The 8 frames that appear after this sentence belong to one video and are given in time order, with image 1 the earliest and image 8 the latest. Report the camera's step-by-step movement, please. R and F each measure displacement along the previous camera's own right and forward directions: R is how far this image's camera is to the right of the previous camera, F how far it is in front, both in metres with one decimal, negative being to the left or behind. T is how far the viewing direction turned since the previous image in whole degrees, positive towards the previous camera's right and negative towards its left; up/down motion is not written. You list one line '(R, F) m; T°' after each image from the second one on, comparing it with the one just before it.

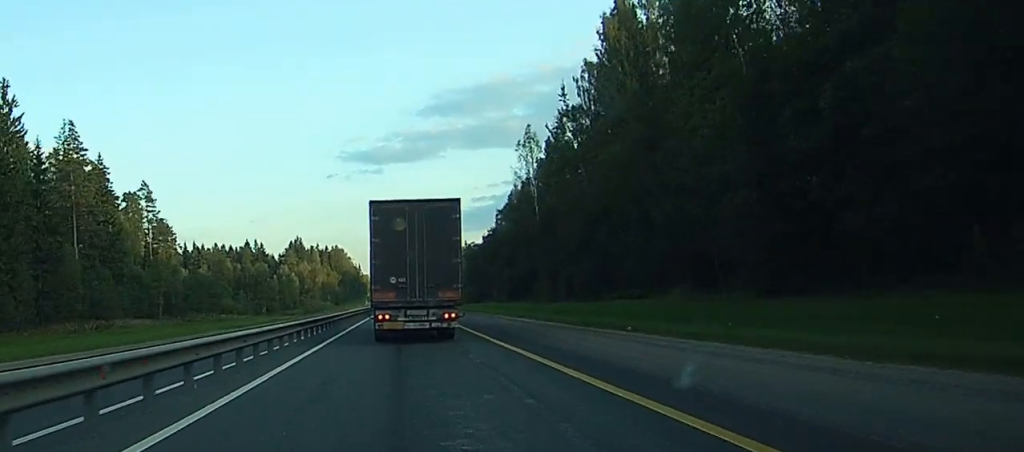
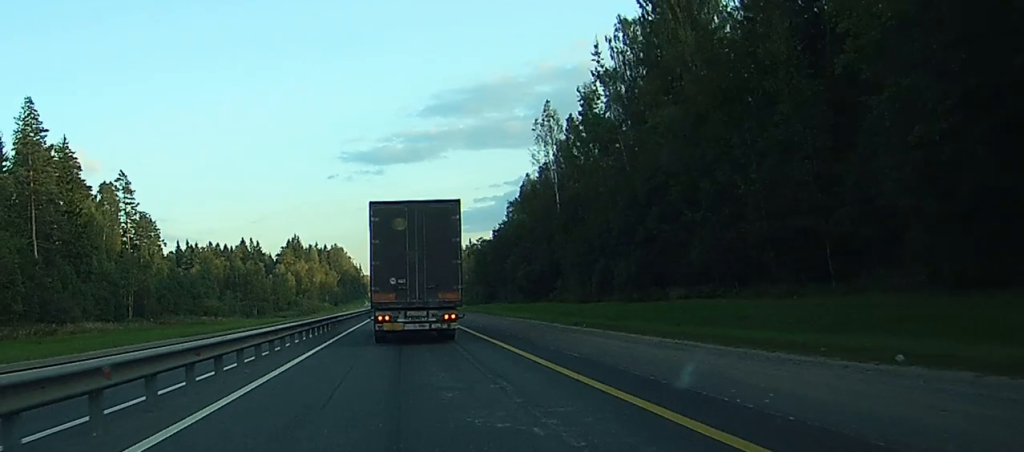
(+0.1, +14.7) m; 0°
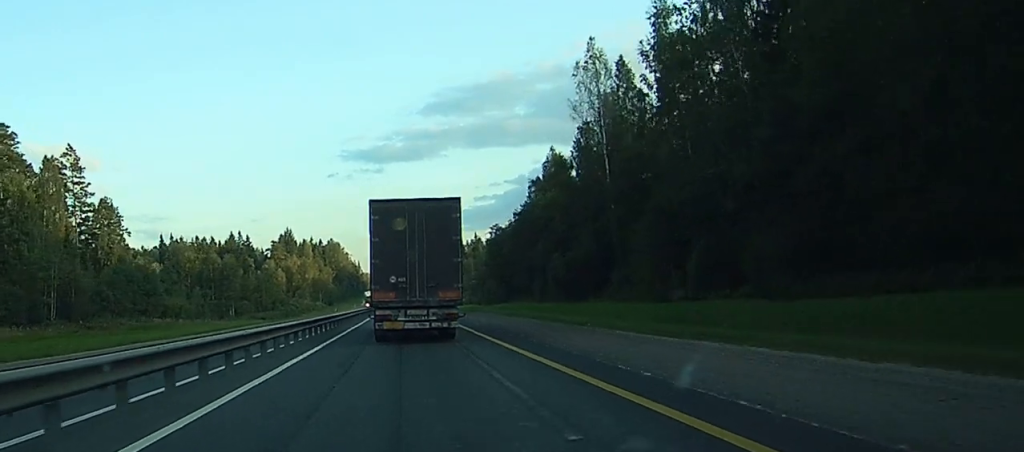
(-0.2, +23.8) m; 0°
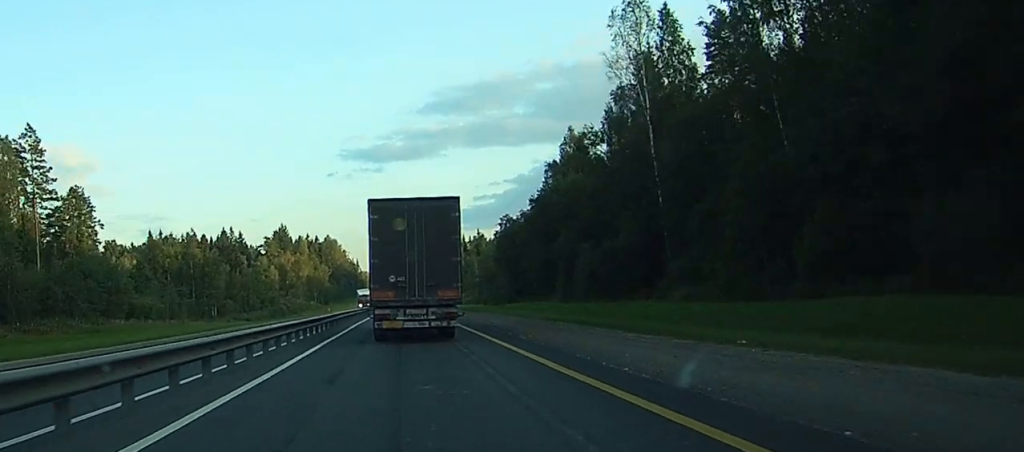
(0.0, +13.6) m; 0°
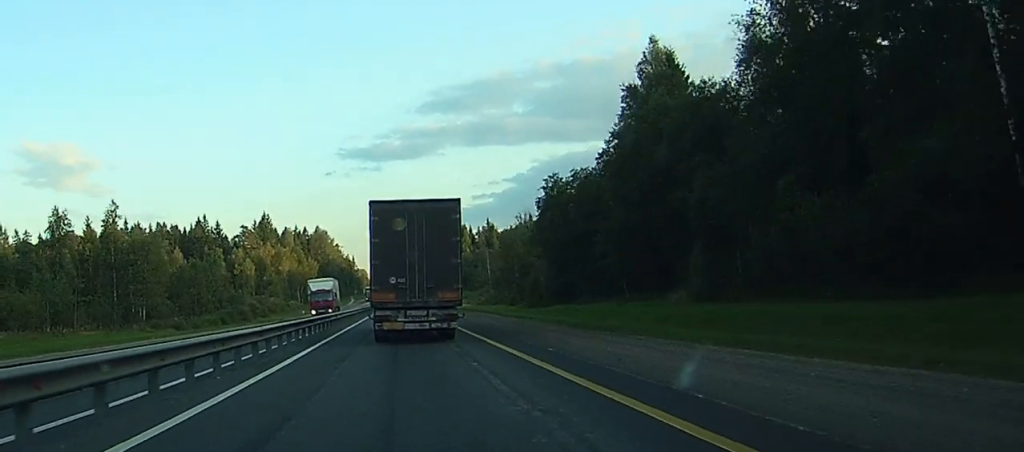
(+0.4, +43.3) m; 0°
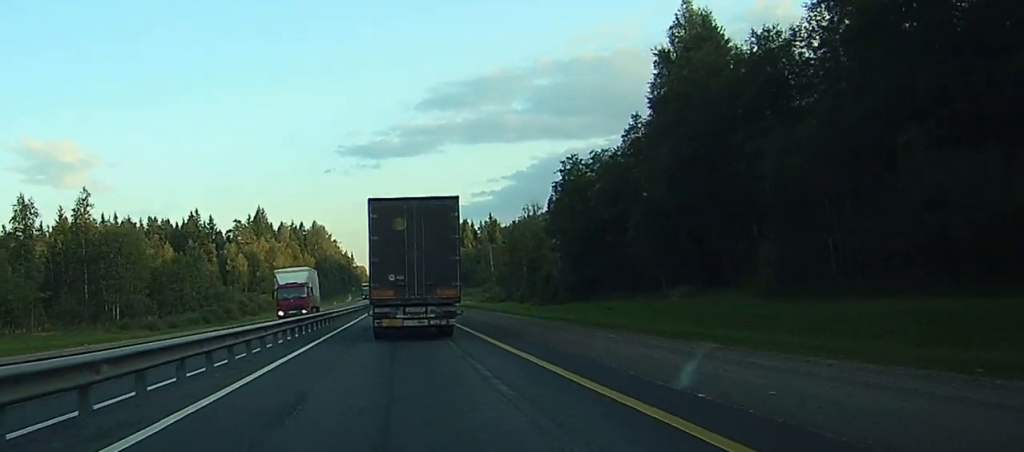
(0.0, +11.3) m; 0°
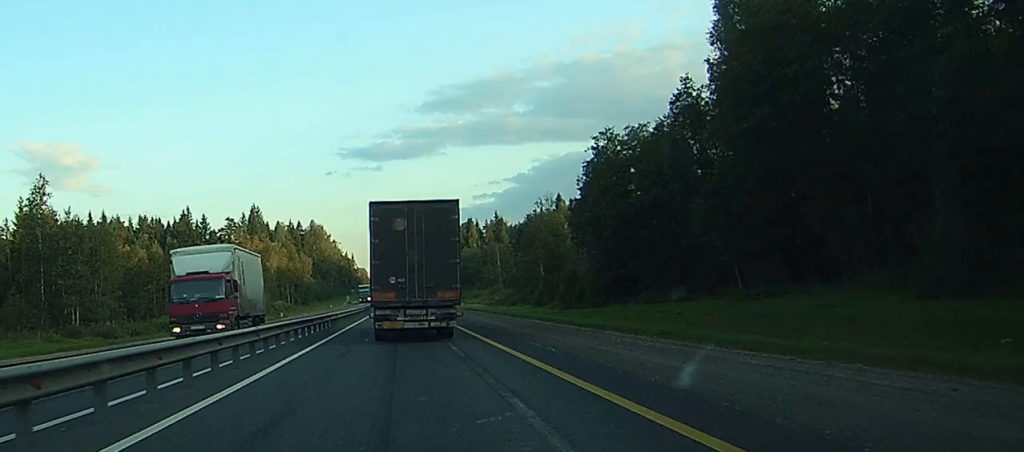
(0.0, +14.4) m; 0°
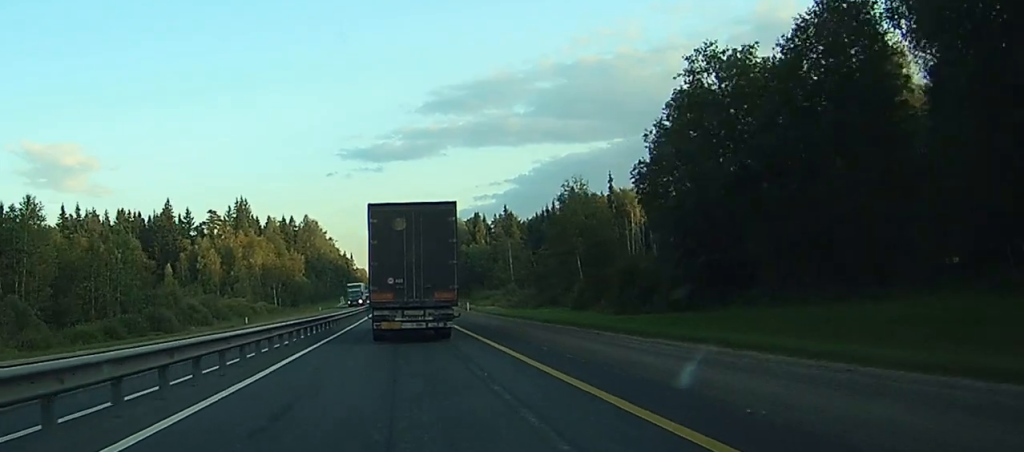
(-0.1, +22.2) m; 0°
